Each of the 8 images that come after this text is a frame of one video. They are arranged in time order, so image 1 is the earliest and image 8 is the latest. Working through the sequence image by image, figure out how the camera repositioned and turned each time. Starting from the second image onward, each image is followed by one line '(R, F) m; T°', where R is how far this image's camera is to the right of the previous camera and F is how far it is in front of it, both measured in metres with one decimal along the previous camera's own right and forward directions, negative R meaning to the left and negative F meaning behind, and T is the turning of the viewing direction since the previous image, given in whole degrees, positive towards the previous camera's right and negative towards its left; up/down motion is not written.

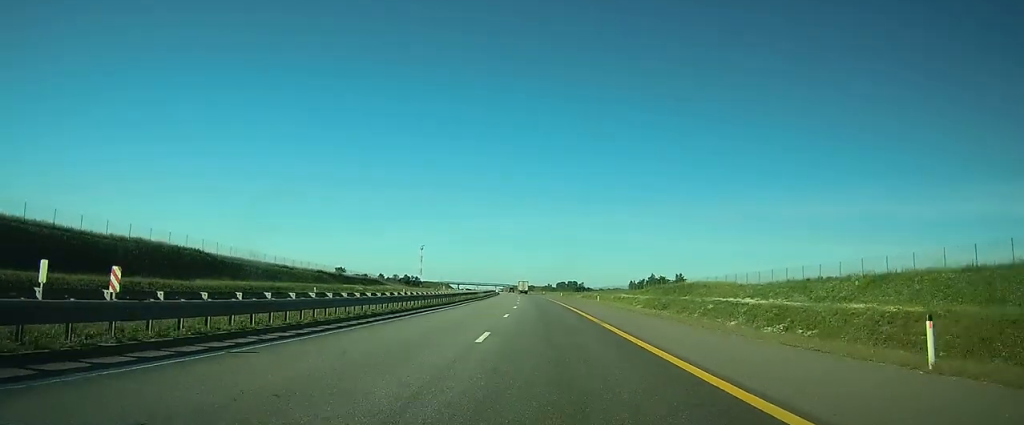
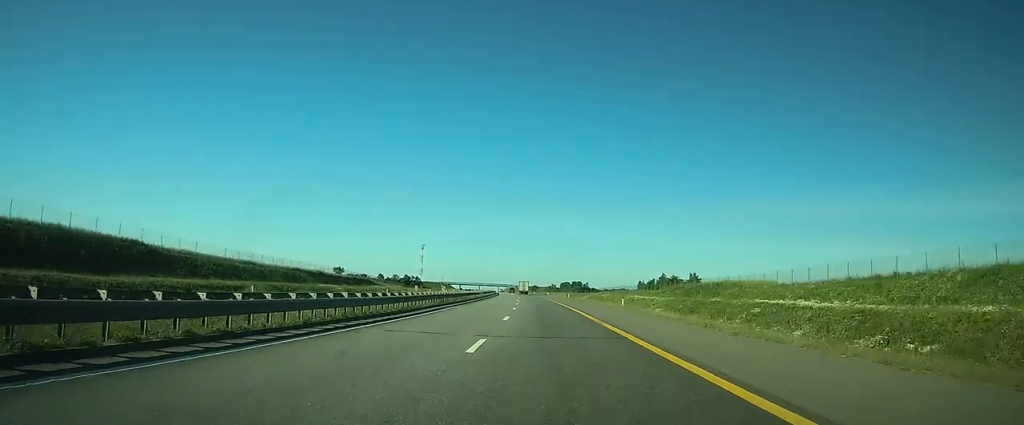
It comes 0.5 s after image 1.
(0.0, +14.0) m; -1°
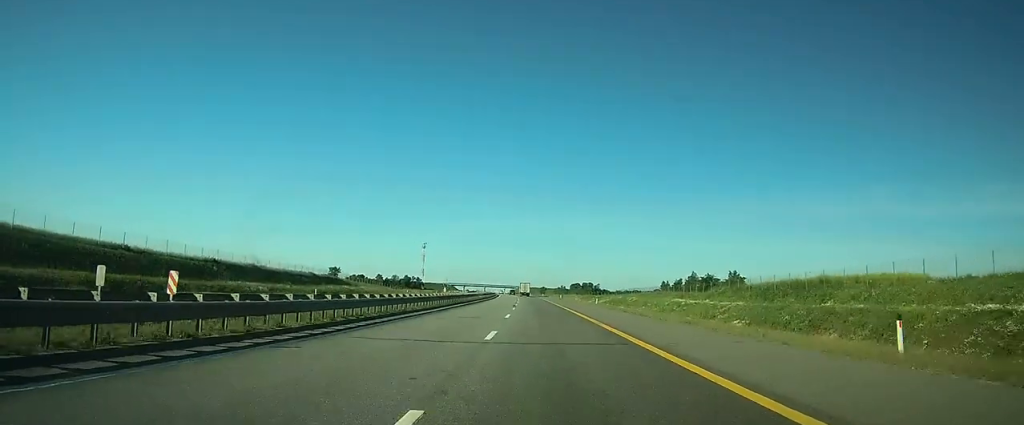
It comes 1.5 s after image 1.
(-0.5, +32.2) m; -1°
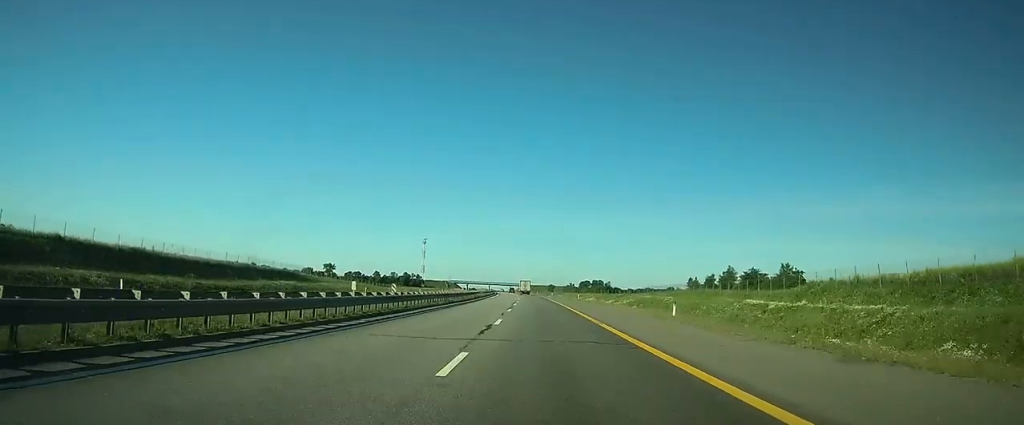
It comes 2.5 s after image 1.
(-0.1, +30.3) m; -1°
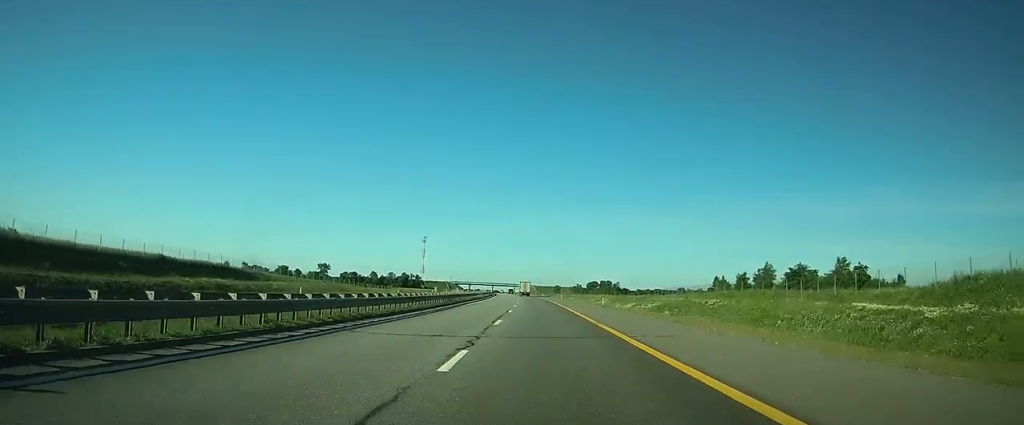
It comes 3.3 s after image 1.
(-0.2, +23.2) m; 0°
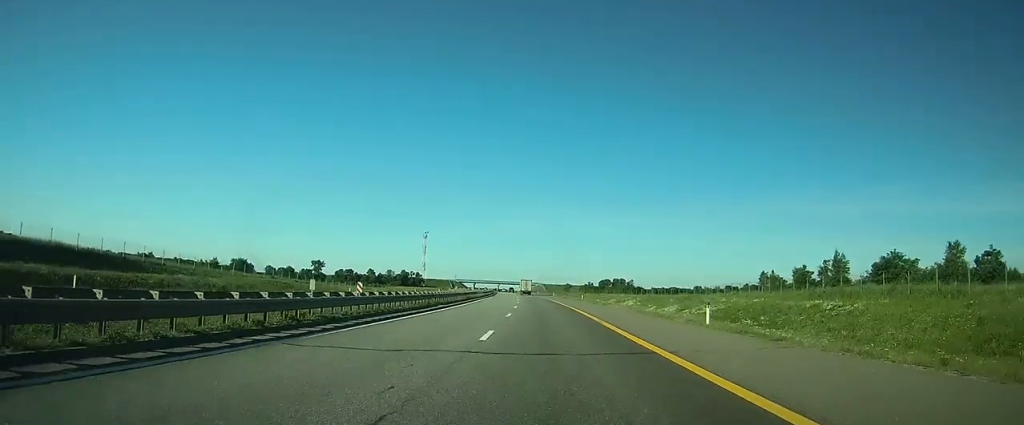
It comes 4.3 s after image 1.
(+0.2, +30.3) m; -1°
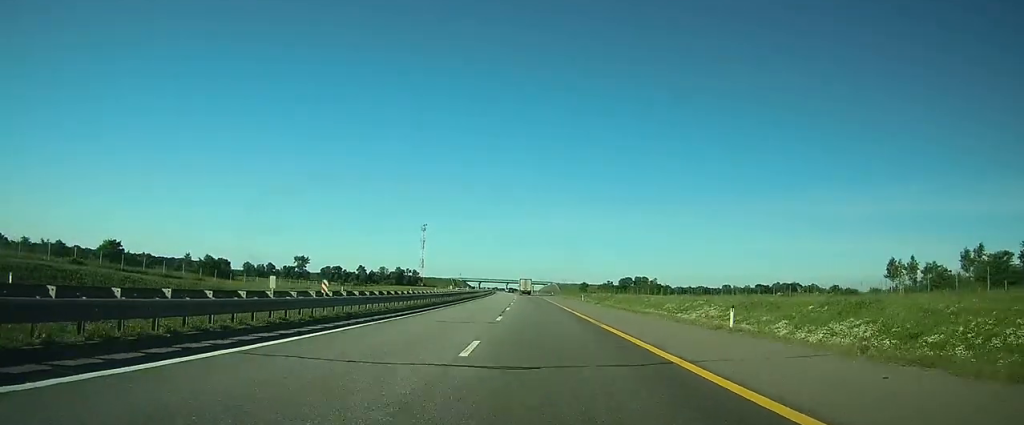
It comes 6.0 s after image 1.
(-1.4, +50.4) m; -2°
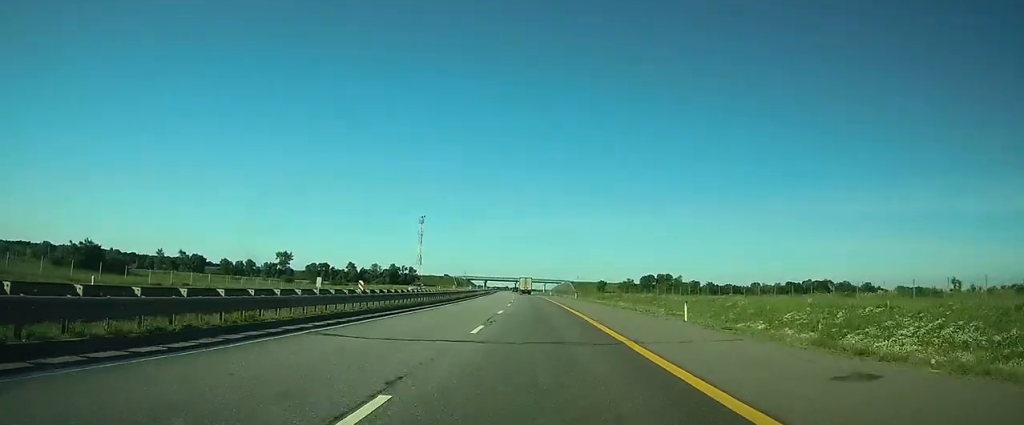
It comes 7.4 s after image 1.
(+0.1, +42.5) m; 0°
